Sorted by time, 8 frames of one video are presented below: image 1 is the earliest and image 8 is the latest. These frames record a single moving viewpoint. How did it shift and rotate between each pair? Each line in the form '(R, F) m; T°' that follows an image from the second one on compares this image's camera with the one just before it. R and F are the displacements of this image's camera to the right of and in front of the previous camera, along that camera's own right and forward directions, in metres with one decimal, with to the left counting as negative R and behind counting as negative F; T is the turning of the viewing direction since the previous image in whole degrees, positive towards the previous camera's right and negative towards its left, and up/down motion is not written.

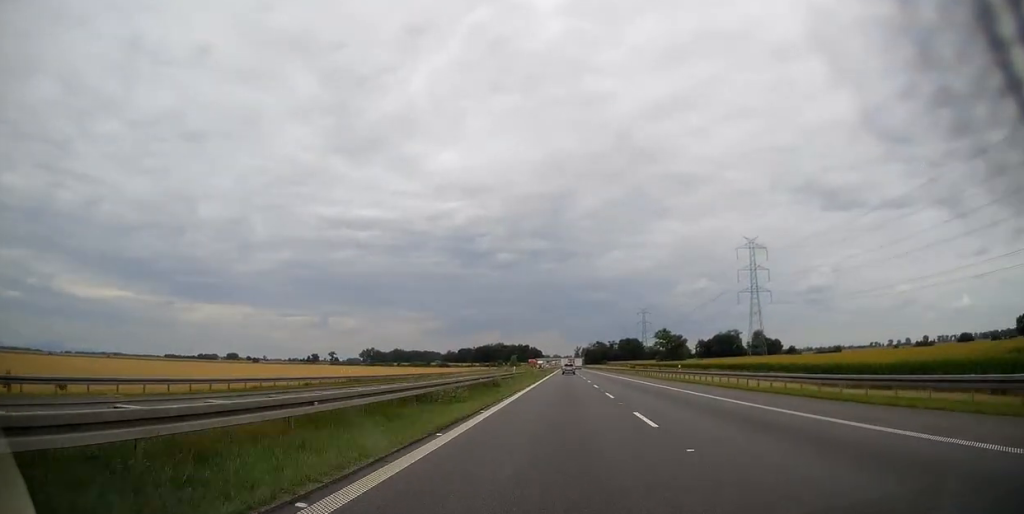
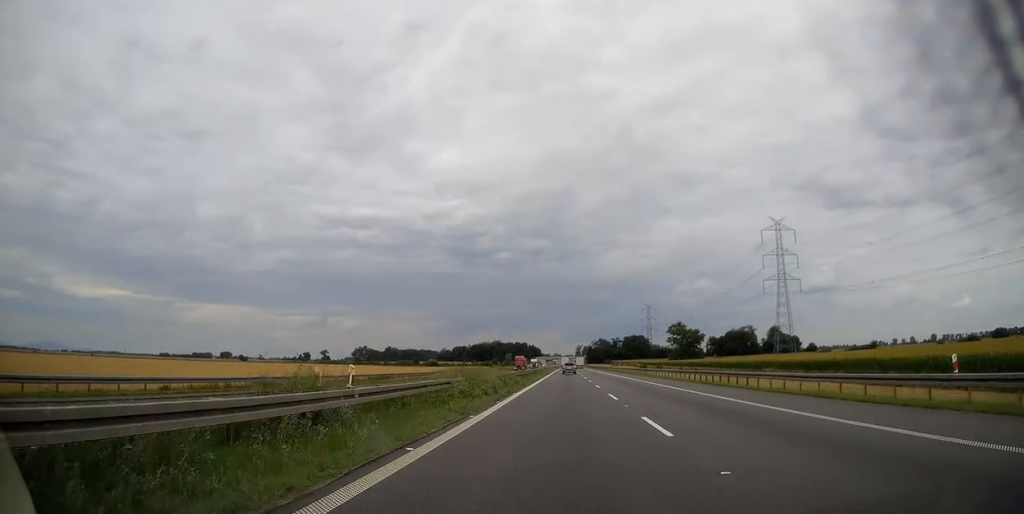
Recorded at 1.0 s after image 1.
(+0.1, +37.5) m; 0°
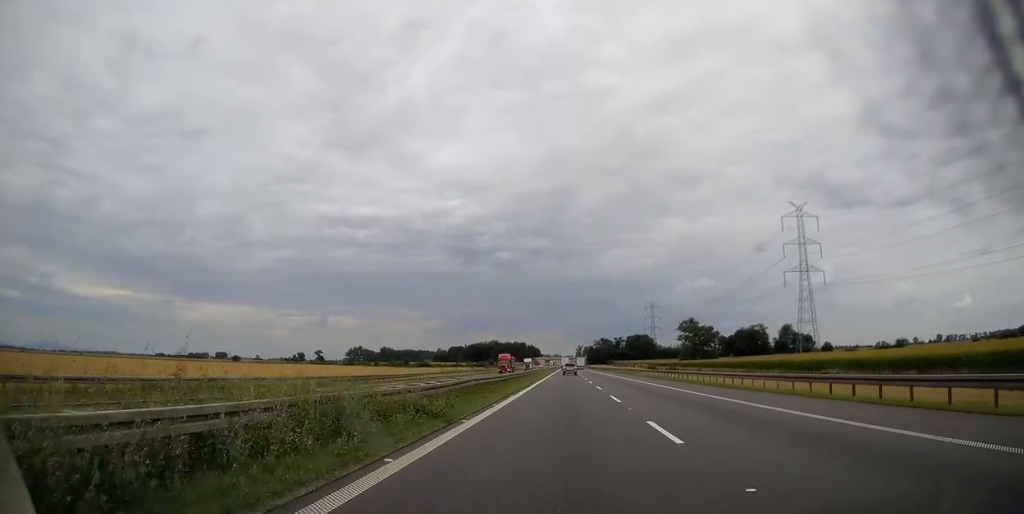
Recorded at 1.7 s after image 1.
(+0.1, +25.1) m; 0°
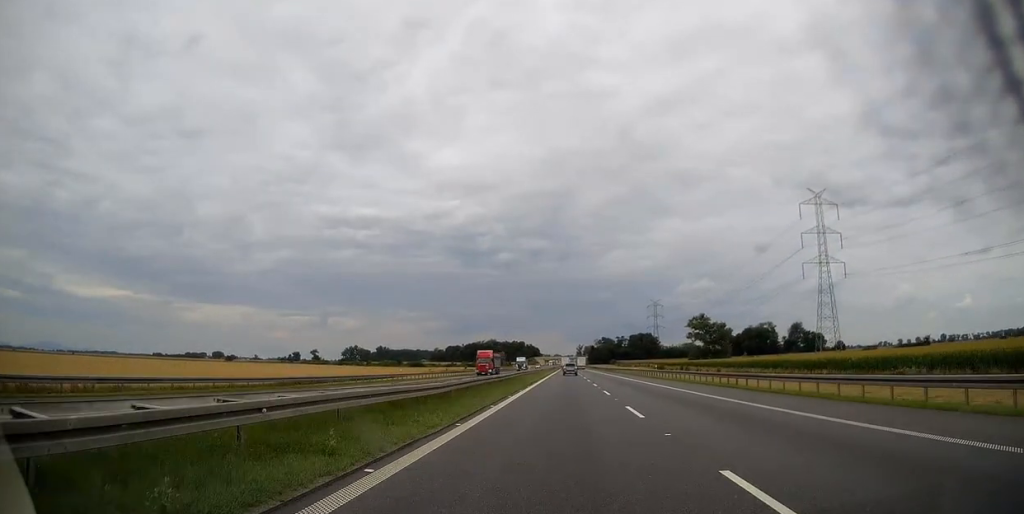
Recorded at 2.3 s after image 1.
(-0.1, +18.8) m; 0°
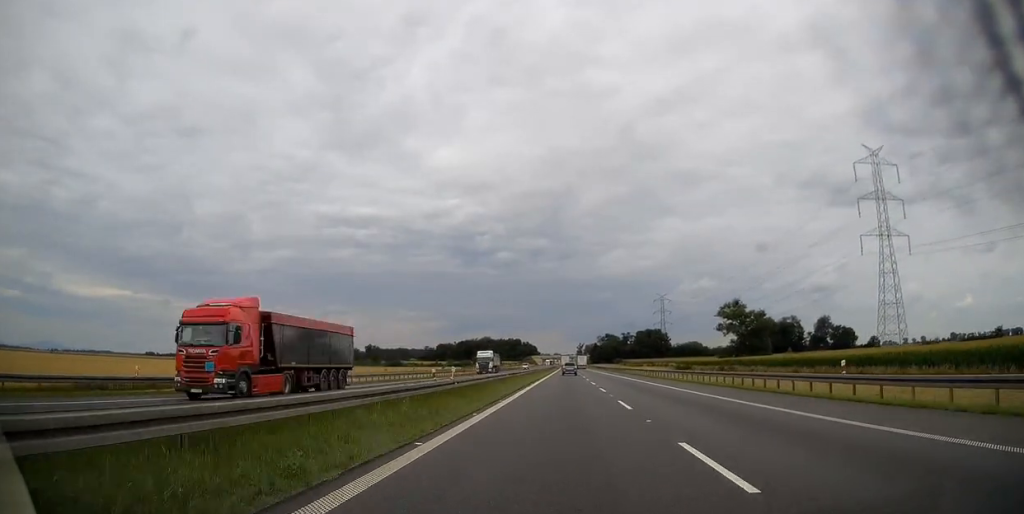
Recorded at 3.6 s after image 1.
(-0.2, +45.3) m; 0°
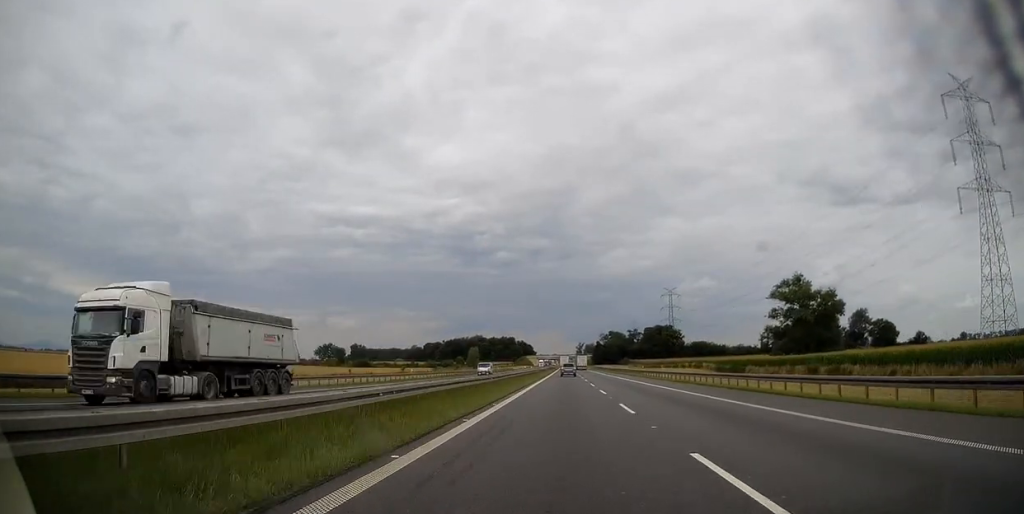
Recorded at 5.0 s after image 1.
(+0.3, +49.1) m; 0°
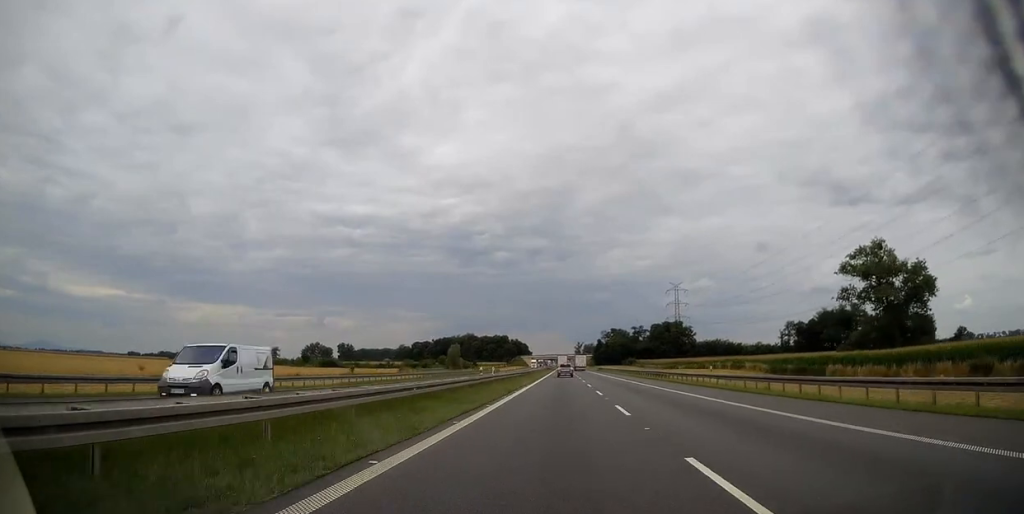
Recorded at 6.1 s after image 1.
(-0.2, +36.2) m; 0°
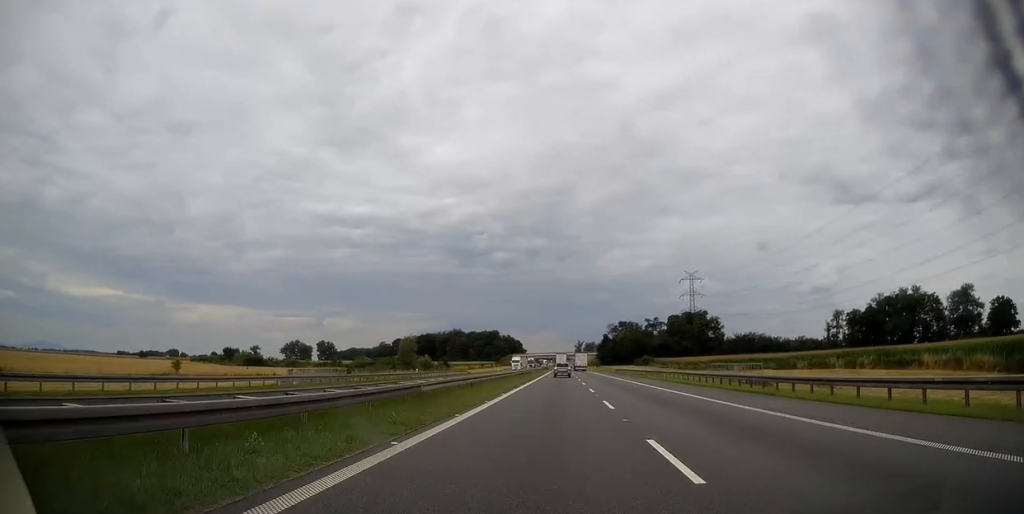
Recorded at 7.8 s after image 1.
(0.0, +57.3) m; 0°
